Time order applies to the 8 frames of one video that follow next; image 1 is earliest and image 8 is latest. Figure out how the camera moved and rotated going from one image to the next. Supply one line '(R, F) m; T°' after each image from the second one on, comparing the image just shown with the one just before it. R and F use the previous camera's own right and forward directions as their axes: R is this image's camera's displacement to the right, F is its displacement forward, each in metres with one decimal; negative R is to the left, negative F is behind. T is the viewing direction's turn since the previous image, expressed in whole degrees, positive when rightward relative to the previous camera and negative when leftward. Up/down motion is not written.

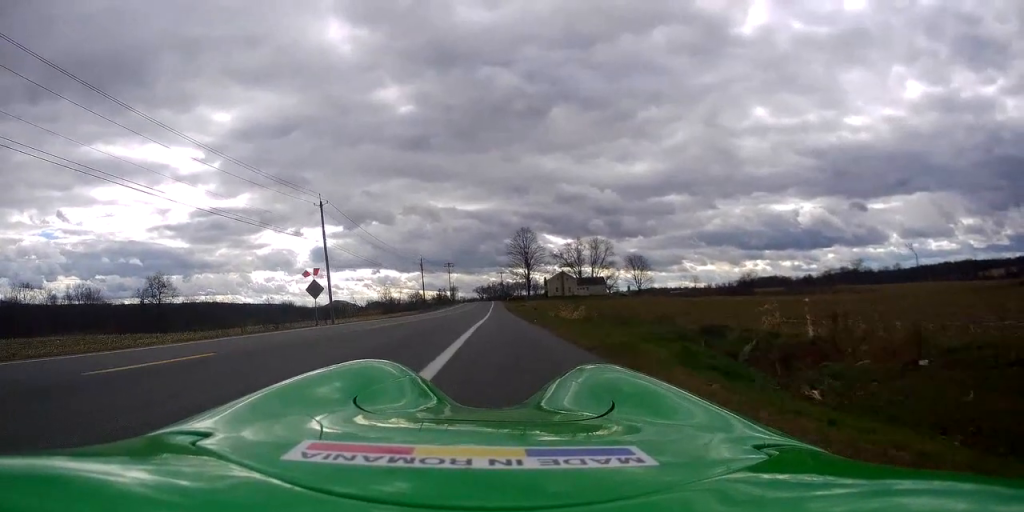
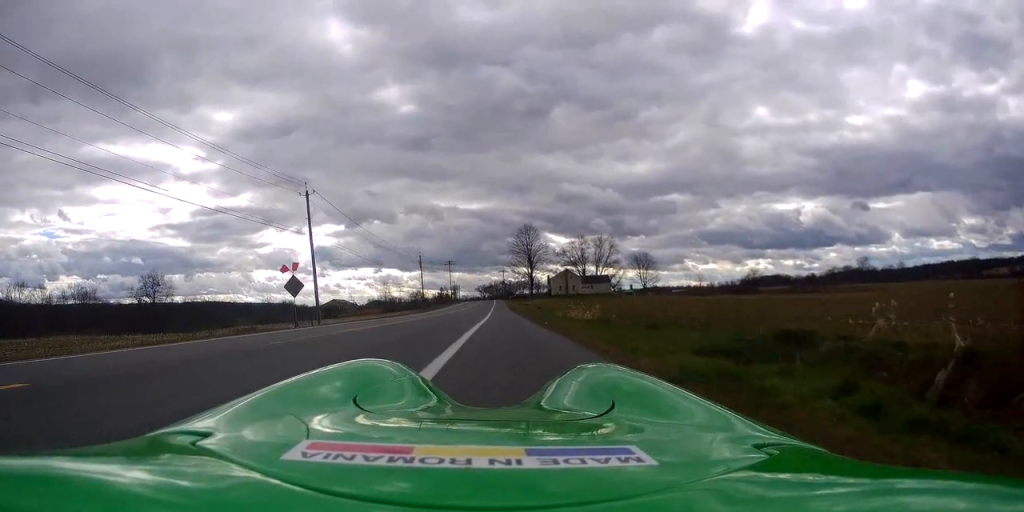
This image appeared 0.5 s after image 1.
(0.0, +4.2) m; 0°
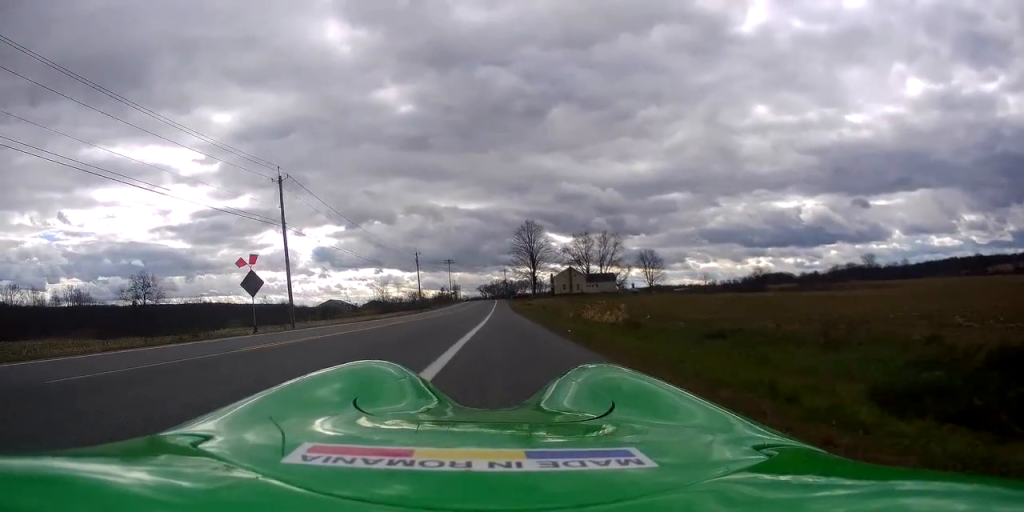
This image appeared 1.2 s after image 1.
(0.0, +5.9) m; 0°
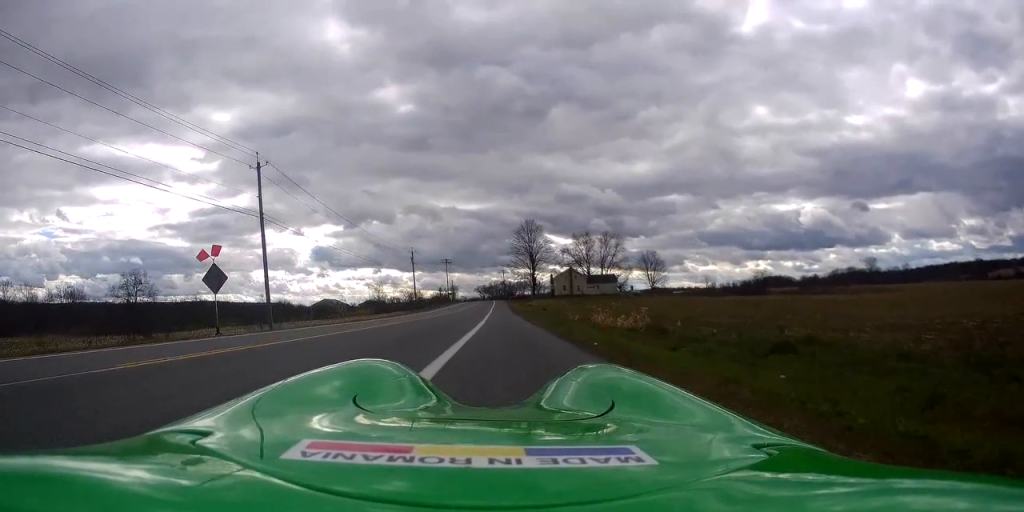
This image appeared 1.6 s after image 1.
(0.0, +3.5) m; 0°
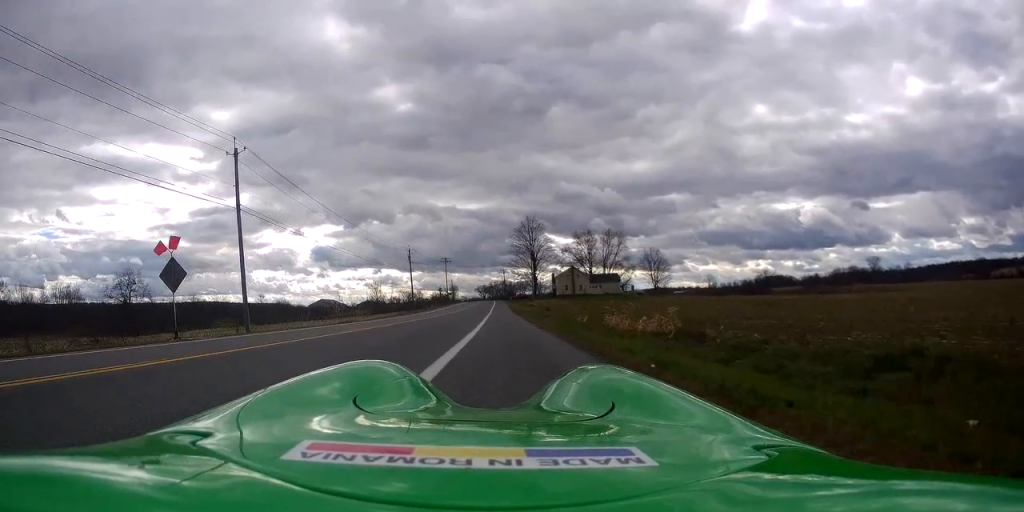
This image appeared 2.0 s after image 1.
(0.0, +3.5) m; 0°
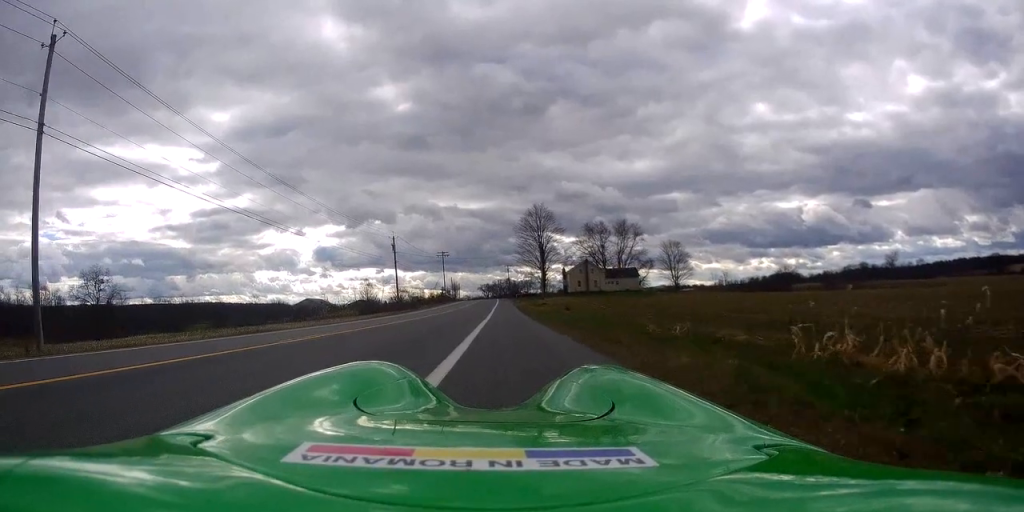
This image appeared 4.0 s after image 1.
(-0.7, +16.2) m; 0°
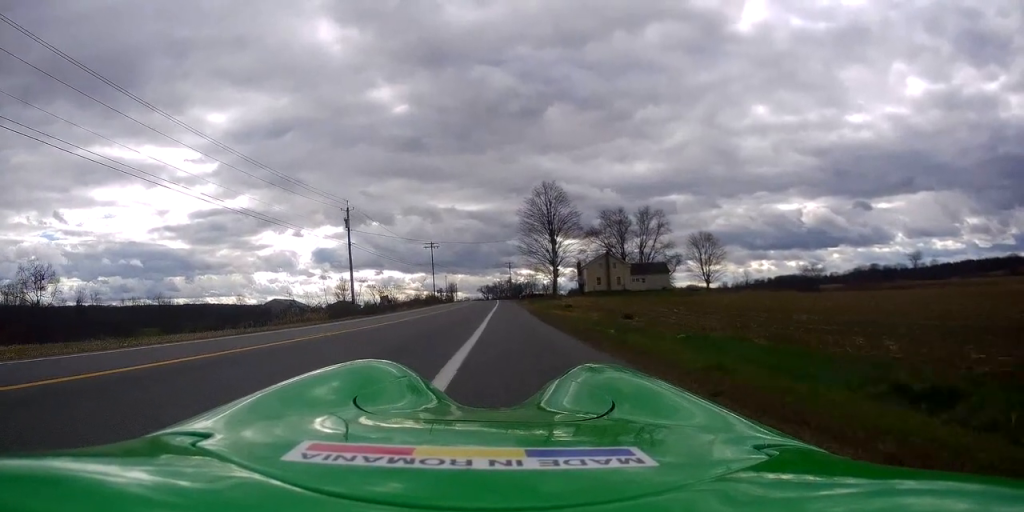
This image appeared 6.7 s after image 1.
(+0.1, +23.3) m; -1°
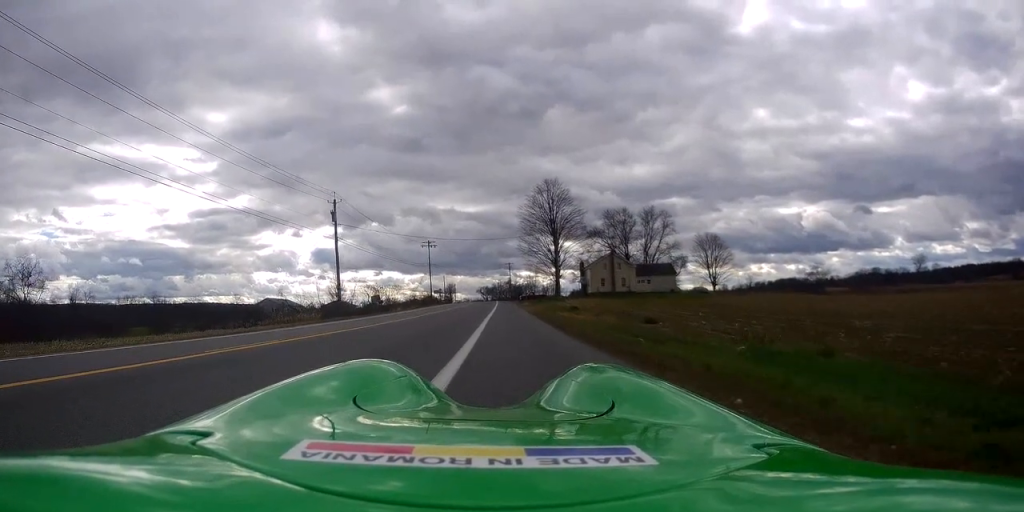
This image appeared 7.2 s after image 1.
(+0.1, +4.3) m; +1°
